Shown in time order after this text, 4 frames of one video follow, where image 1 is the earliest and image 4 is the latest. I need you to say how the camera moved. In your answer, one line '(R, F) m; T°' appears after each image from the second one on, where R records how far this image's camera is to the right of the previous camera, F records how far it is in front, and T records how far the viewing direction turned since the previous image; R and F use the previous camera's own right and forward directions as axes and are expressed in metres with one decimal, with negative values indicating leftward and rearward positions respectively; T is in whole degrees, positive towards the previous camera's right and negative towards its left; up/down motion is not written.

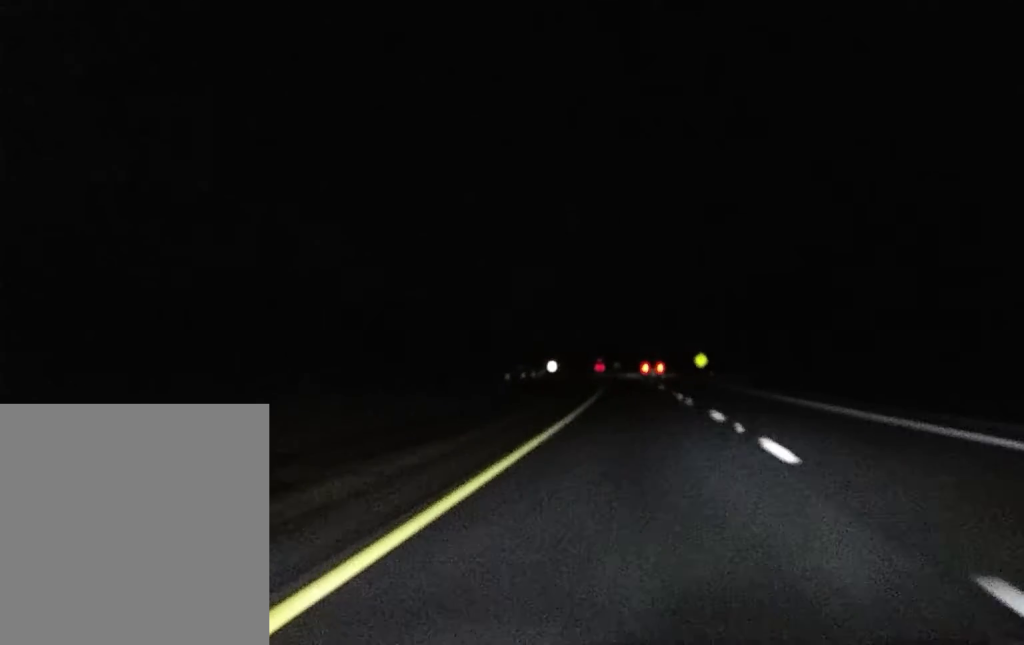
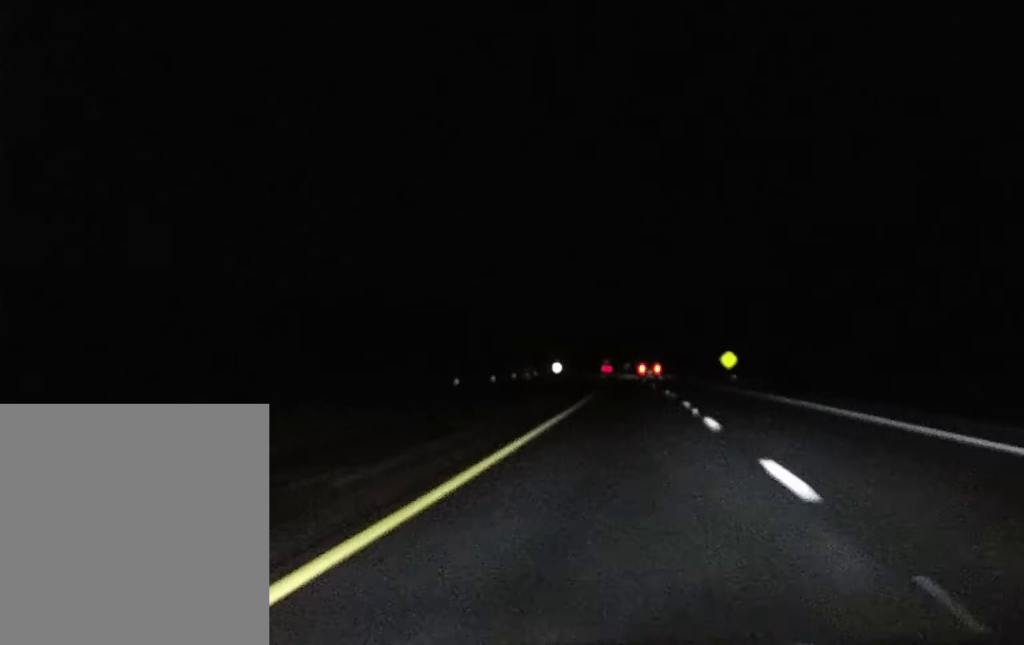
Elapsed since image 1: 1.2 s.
(-0.4, +42.4) m; -1°
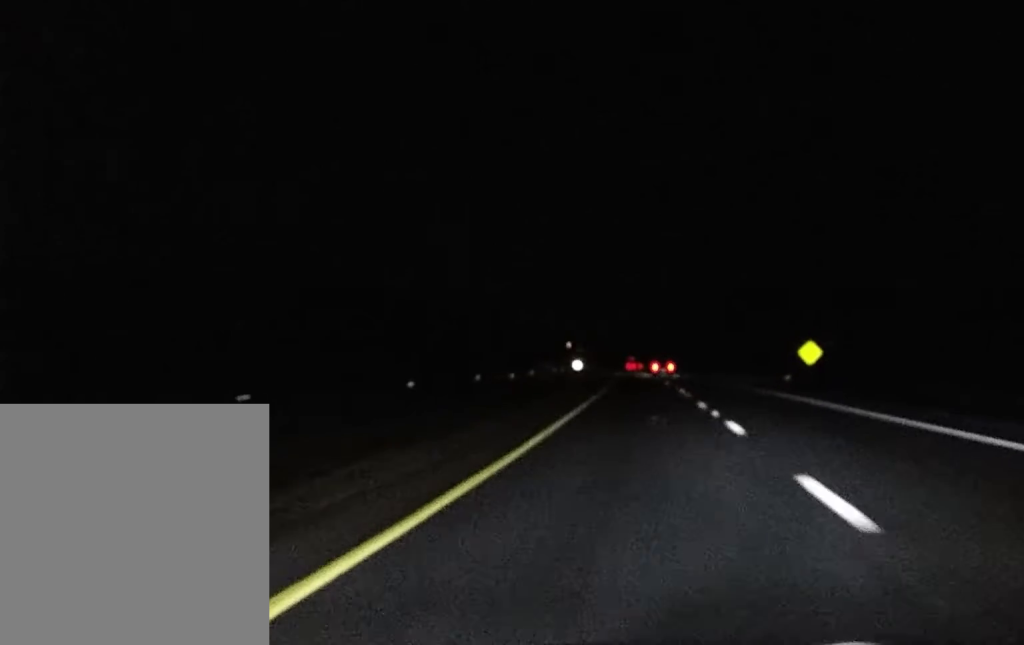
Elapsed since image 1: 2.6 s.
(-0.6, +50.1) m; -1°
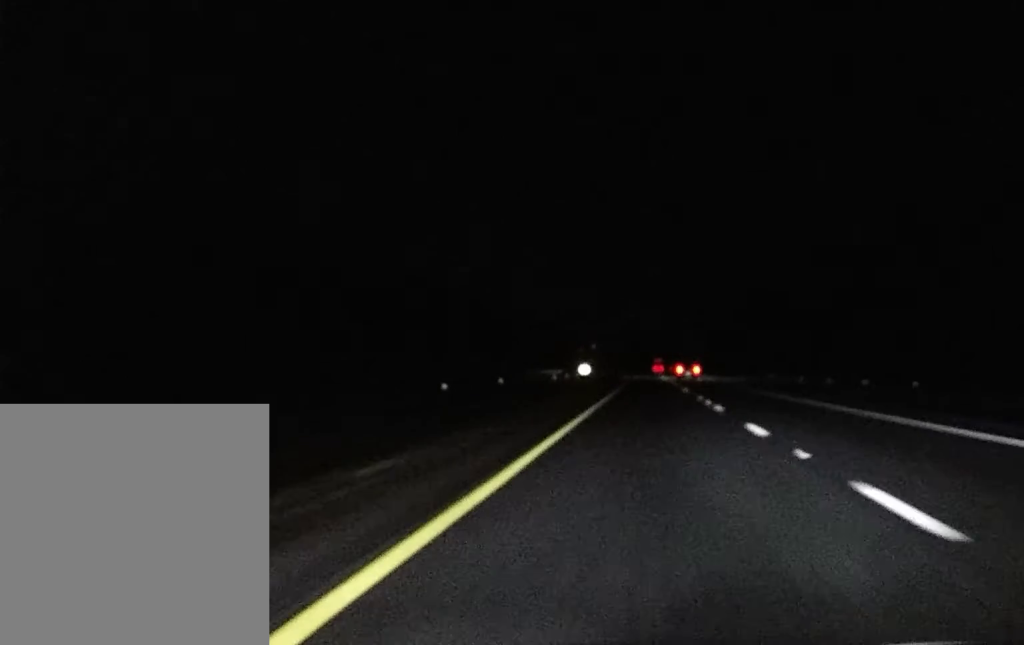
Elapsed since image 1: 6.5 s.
(-1.0, +116.8) m; -1°
